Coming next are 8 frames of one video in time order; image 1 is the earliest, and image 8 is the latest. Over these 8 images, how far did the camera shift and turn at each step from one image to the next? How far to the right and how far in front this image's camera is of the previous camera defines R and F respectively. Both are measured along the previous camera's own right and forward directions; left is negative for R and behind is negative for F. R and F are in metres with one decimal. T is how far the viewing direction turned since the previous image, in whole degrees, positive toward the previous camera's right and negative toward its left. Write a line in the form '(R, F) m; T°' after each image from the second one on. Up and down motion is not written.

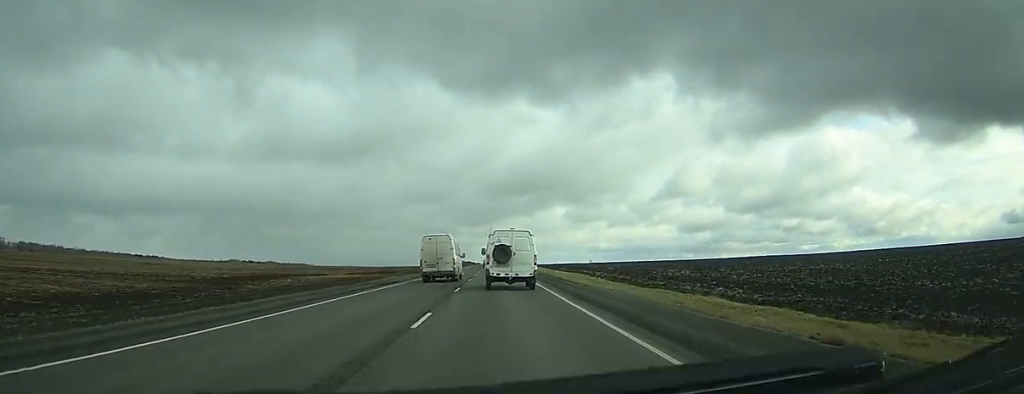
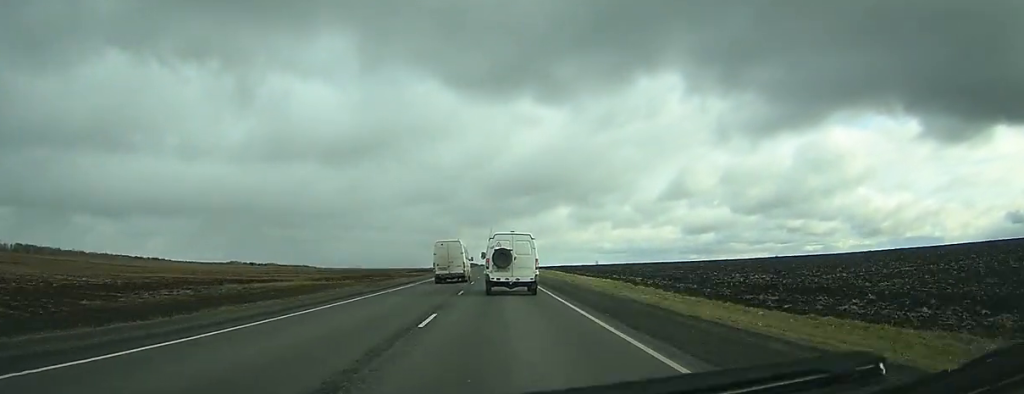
(0.0, +24.0) m; 0°
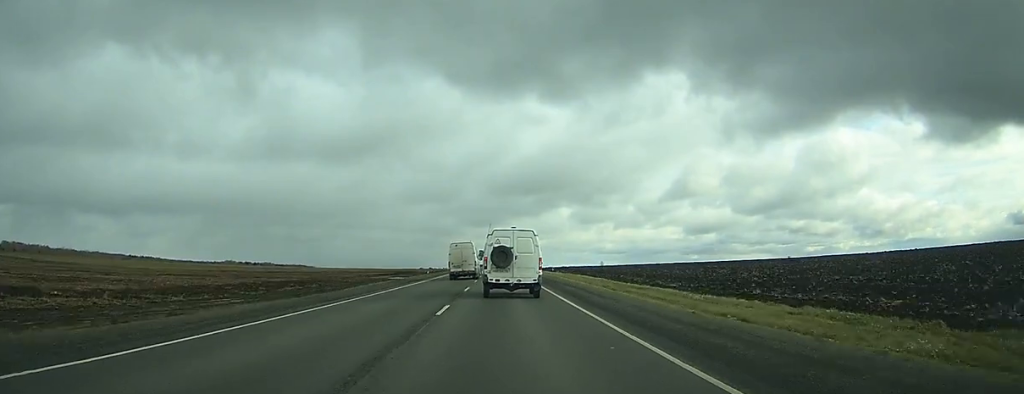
(-0.2, +45.3) m; 0°
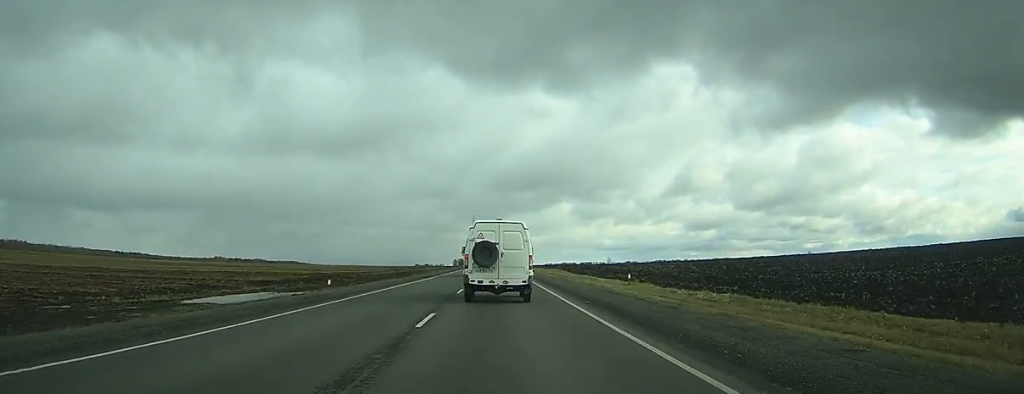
(0.0, +72.0) m; 0°
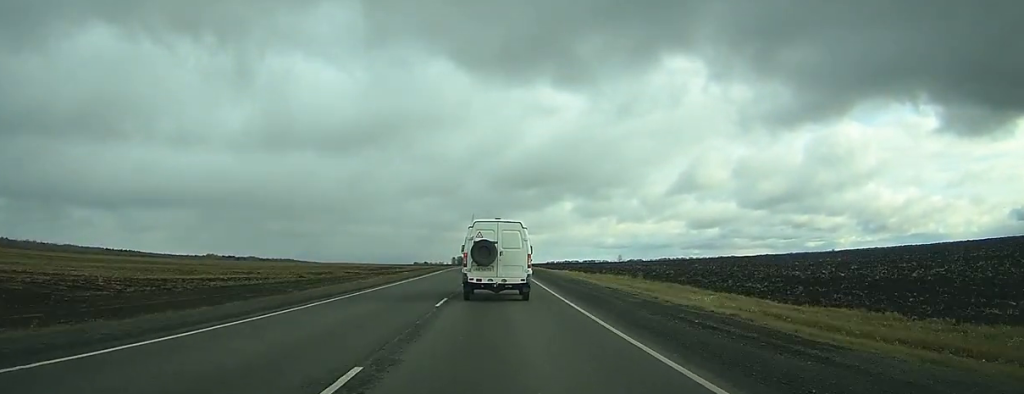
(0.0, +70.4) m; 0°
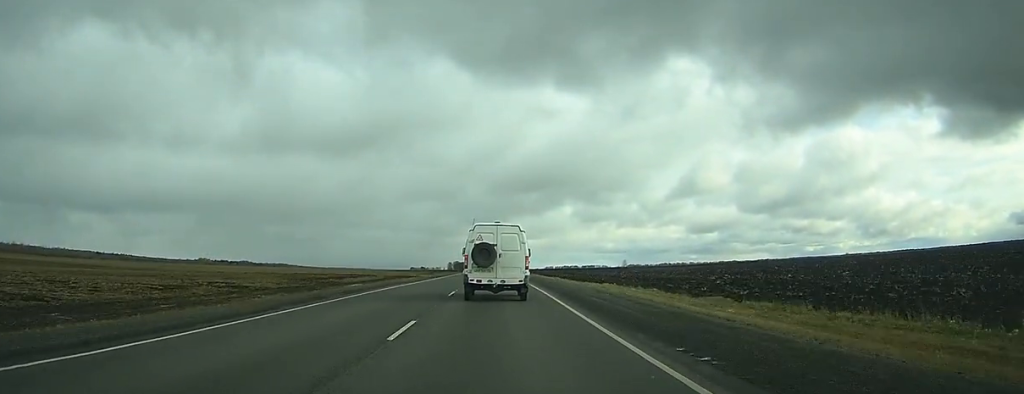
(+0.2, +44.6) m; 0°
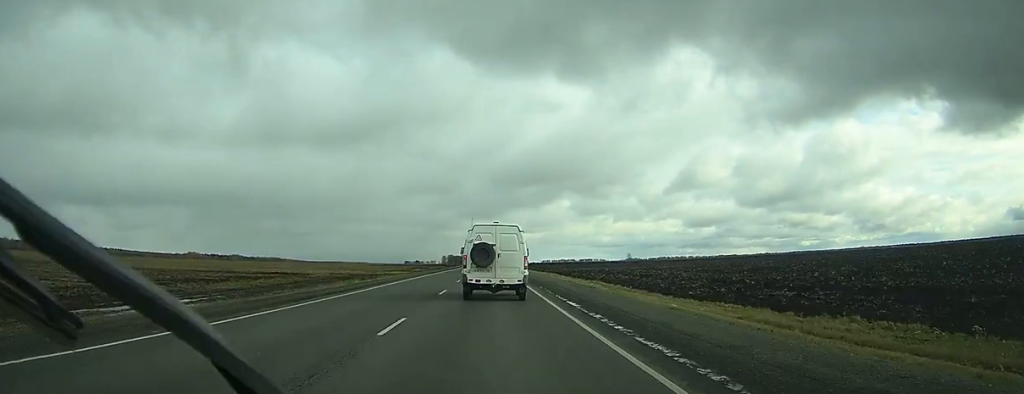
(+0.1, +47.0) m; 0°
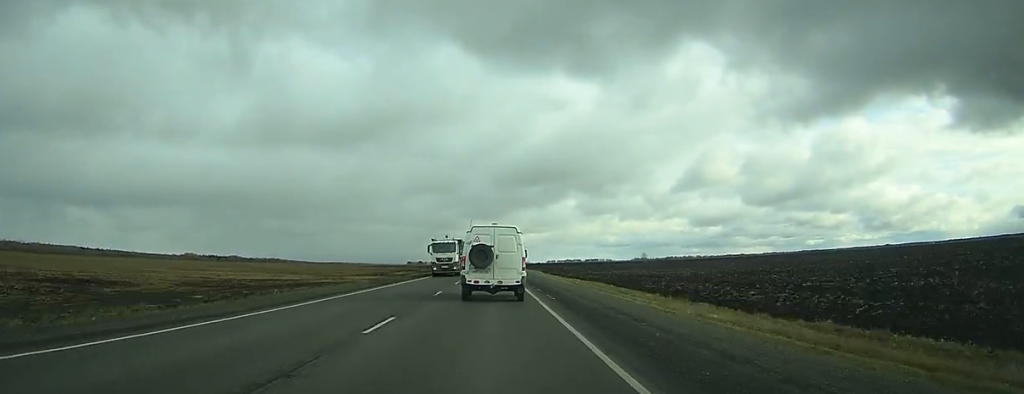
(-0.1, +45.5) m; 0°
